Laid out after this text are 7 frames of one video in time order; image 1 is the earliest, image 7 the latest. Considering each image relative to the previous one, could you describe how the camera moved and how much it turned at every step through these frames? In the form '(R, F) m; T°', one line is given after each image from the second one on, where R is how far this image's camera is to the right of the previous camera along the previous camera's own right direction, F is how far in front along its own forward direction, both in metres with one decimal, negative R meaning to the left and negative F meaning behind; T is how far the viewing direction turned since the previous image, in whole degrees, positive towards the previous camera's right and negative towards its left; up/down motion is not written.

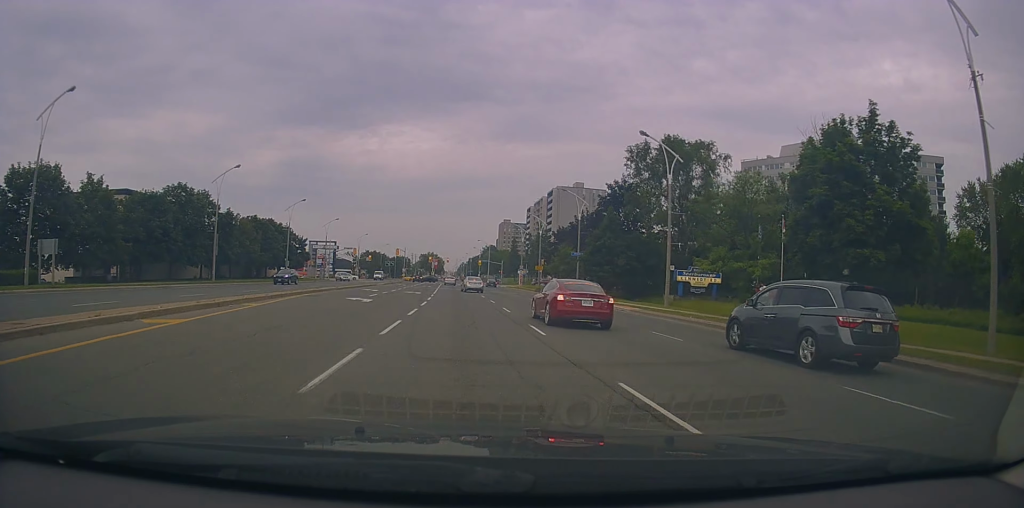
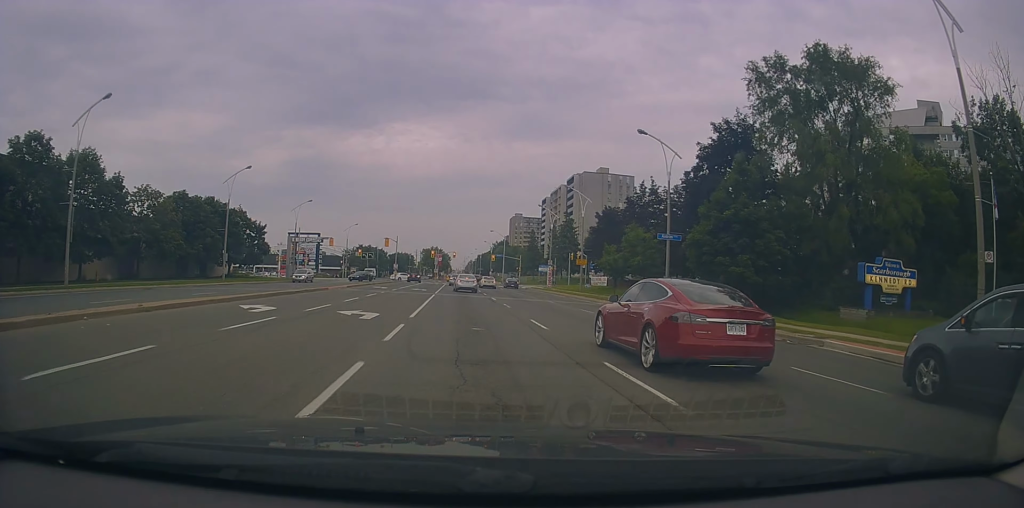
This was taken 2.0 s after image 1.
(-0.1, +26.4) m; -2°
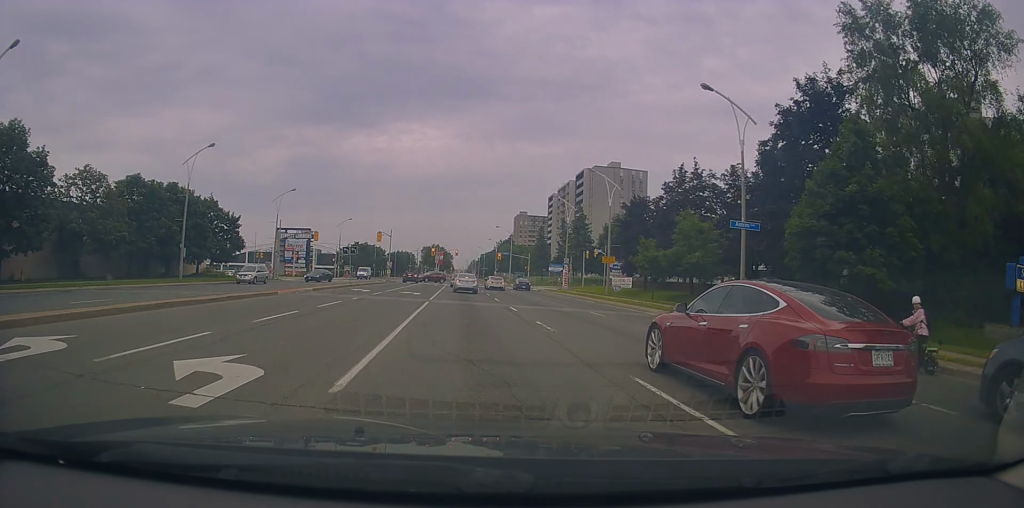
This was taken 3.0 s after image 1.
(+0.3, +10.5) m; +2°
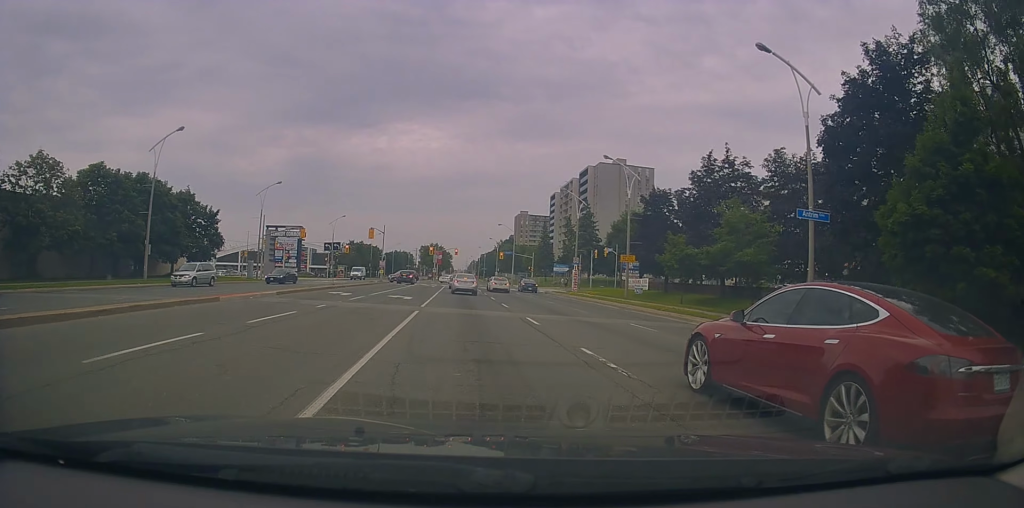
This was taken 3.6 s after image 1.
(+0.1, +6.4) m; +1°
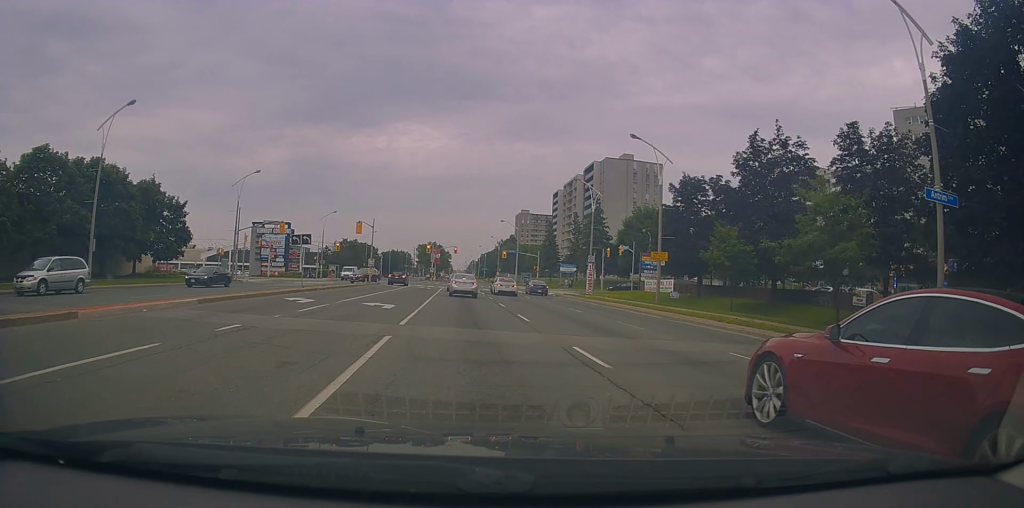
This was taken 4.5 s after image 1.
(-0.1, +8.1) m; -2°
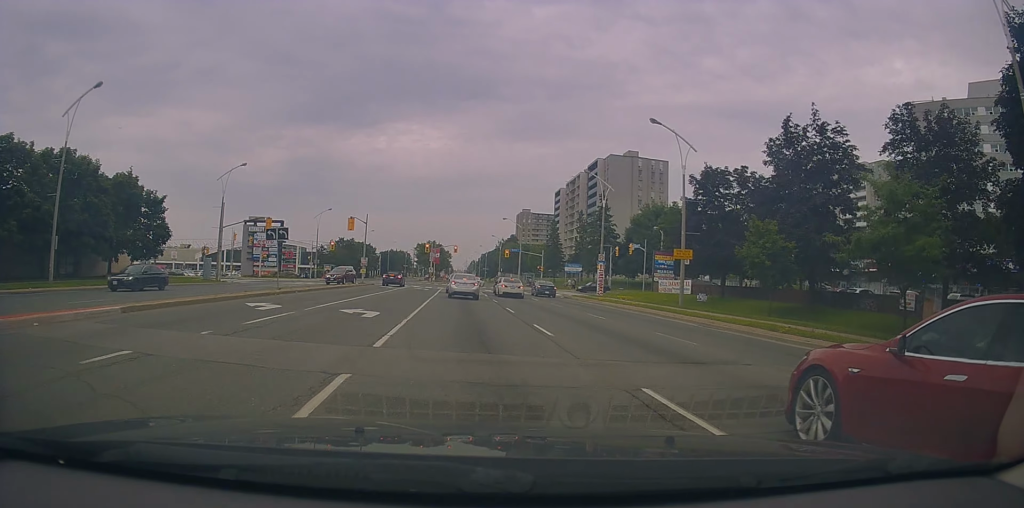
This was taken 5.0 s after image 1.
(0.0, +4.2) m; -2°
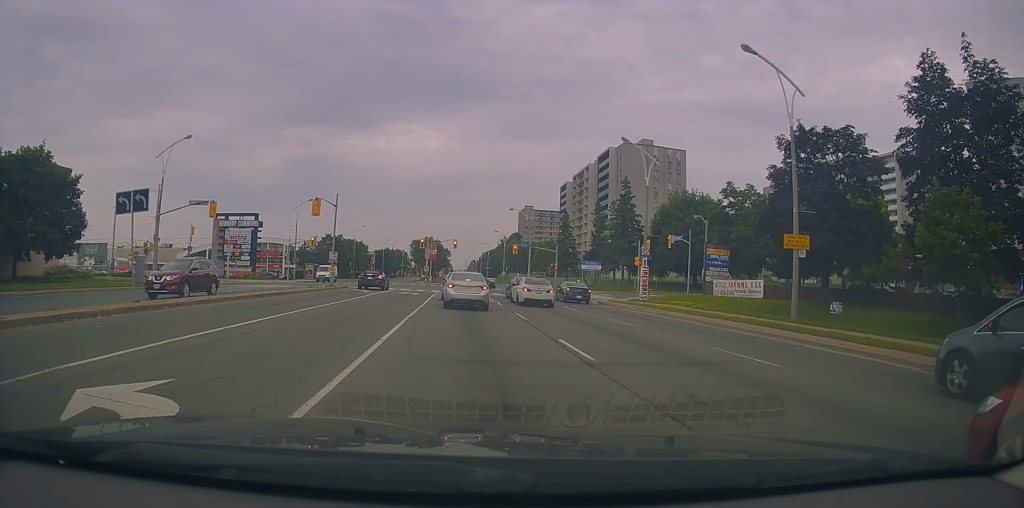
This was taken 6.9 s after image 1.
(+0.4, +14.0) m; +4°
